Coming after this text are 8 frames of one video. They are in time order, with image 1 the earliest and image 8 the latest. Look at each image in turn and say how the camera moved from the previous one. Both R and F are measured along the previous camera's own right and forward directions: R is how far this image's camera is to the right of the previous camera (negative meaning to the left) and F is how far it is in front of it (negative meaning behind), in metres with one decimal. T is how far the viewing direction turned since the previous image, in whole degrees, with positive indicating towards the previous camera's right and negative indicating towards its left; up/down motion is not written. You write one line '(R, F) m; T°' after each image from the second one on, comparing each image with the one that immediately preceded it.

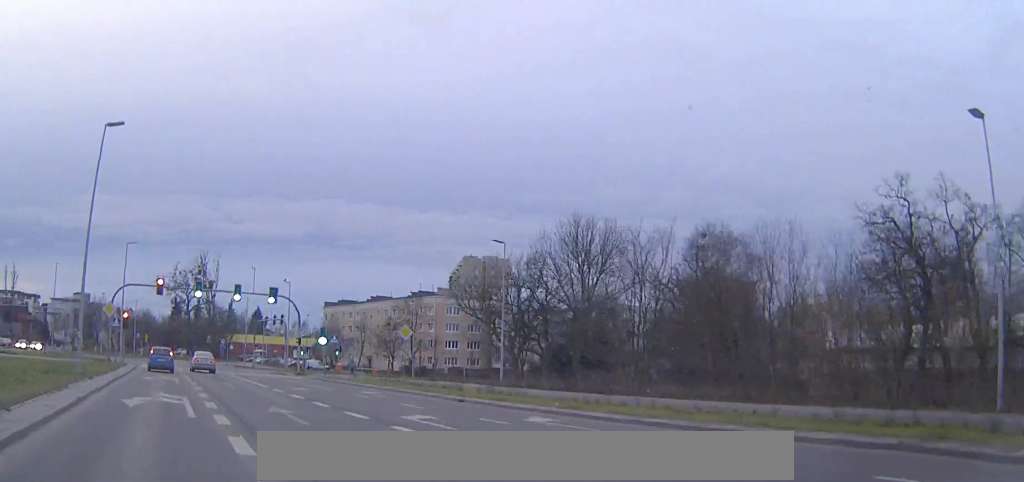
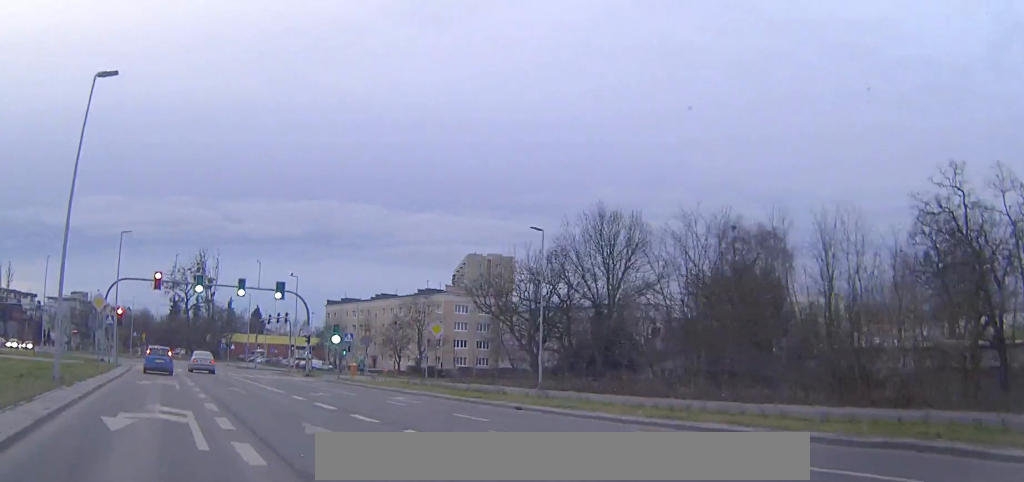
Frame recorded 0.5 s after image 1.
(0.0, +5.1) m; 0°
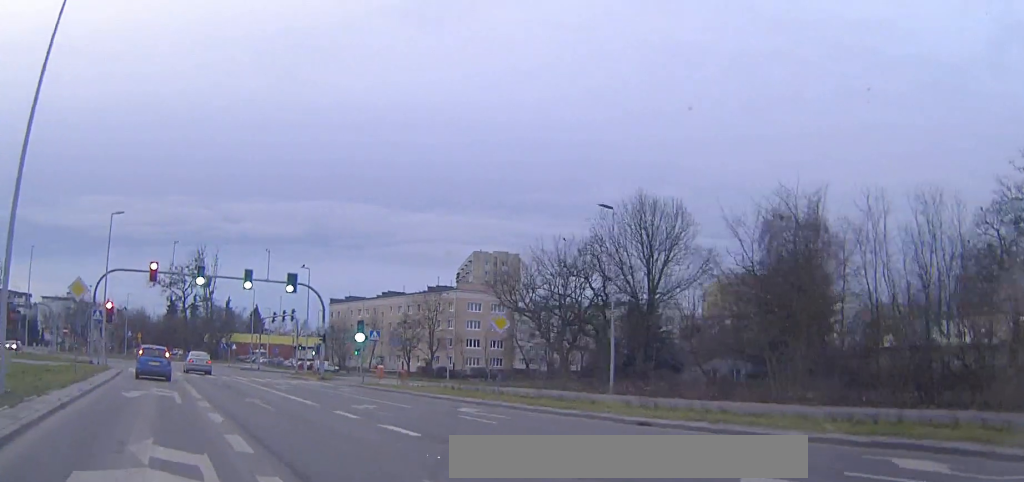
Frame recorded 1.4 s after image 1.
(0.0, +7.1) m; 0°
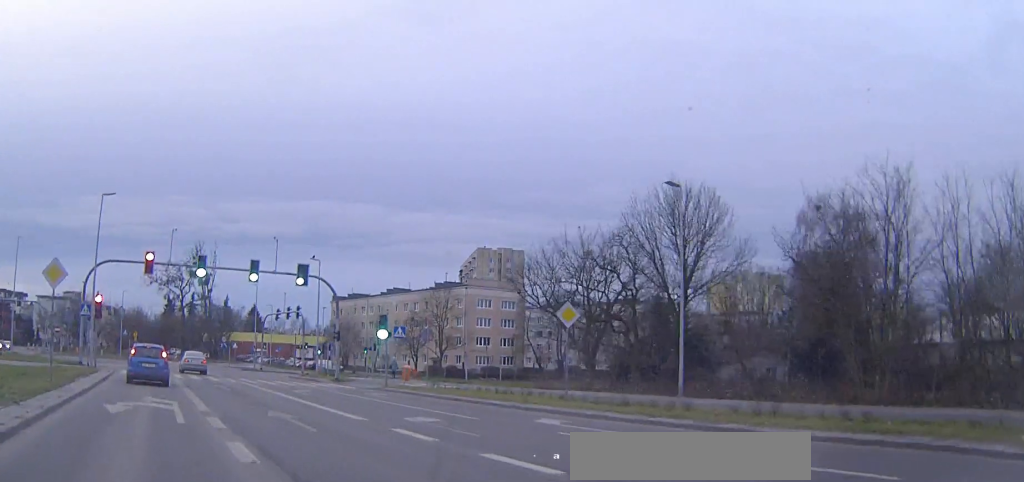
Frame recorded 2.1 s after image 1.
(0.0, +5.2) m; 0°
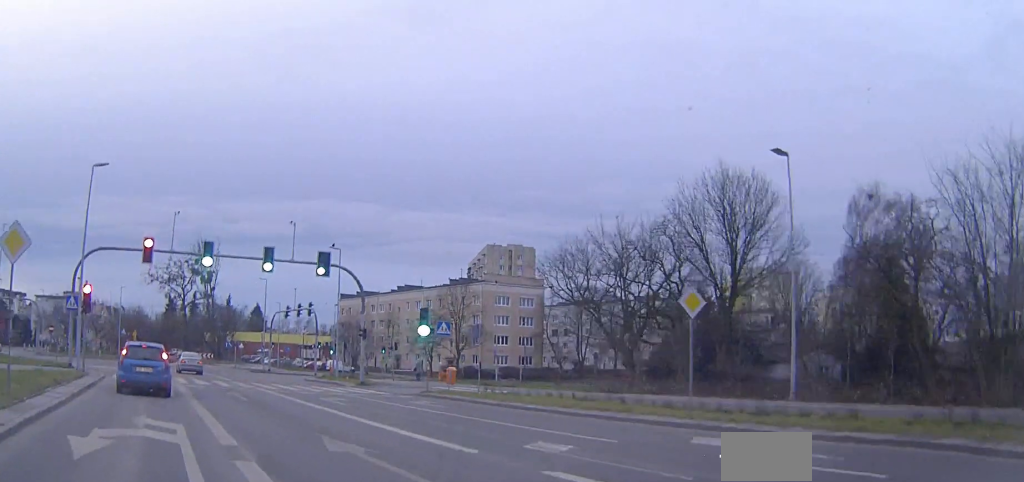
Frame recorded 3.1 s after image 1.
(0.0, +6.5) m; 0°
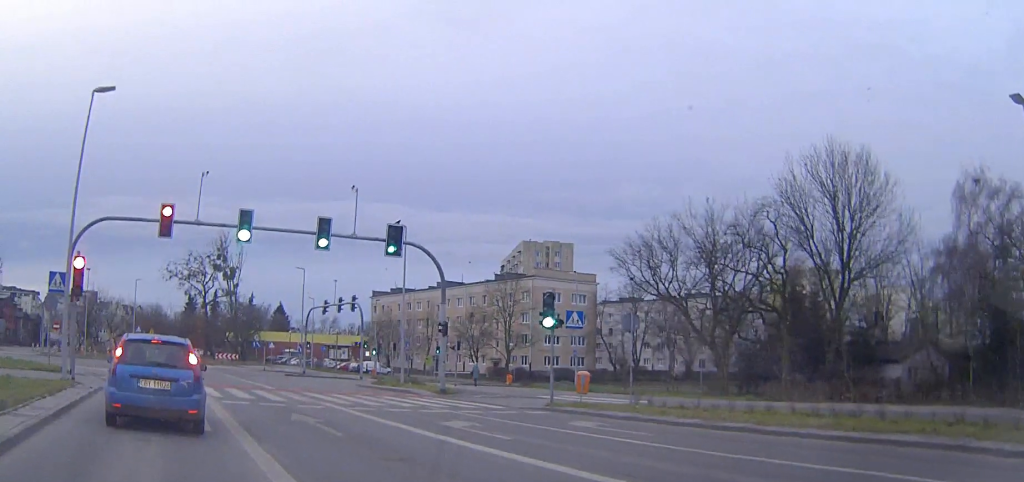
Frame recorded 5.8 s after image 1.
(-0.1, +10.7) m; -1°
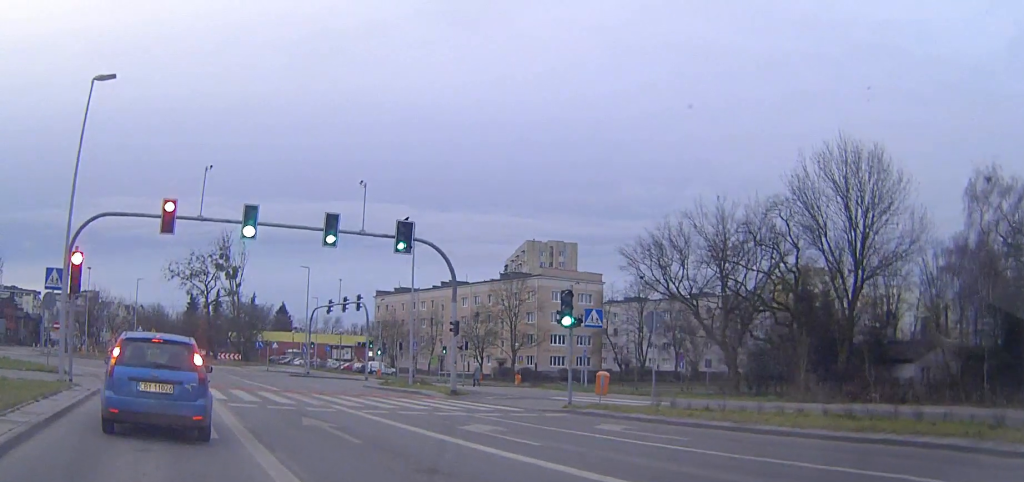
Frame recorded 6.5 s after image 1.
(0.0, +1.2) m; 0°
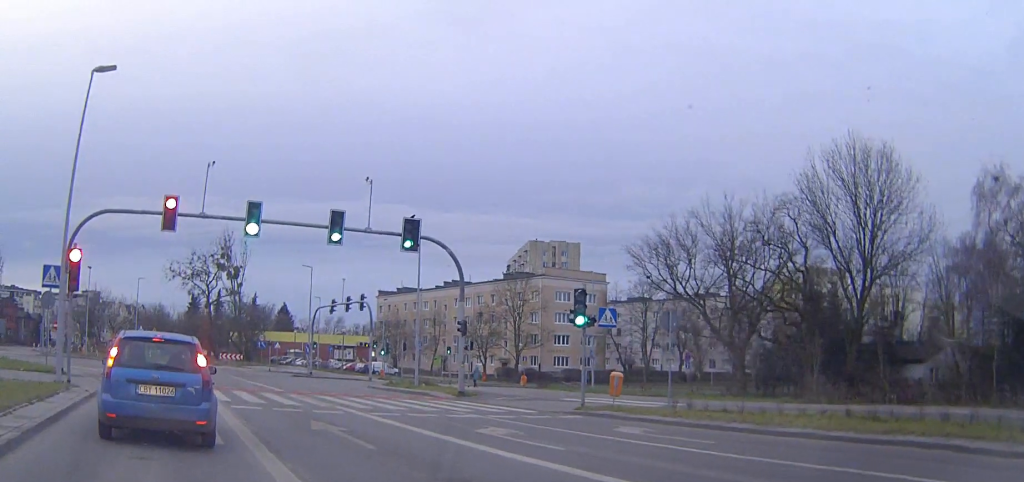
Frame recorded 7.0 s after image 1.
(0.0, +0.7) m; 0°
